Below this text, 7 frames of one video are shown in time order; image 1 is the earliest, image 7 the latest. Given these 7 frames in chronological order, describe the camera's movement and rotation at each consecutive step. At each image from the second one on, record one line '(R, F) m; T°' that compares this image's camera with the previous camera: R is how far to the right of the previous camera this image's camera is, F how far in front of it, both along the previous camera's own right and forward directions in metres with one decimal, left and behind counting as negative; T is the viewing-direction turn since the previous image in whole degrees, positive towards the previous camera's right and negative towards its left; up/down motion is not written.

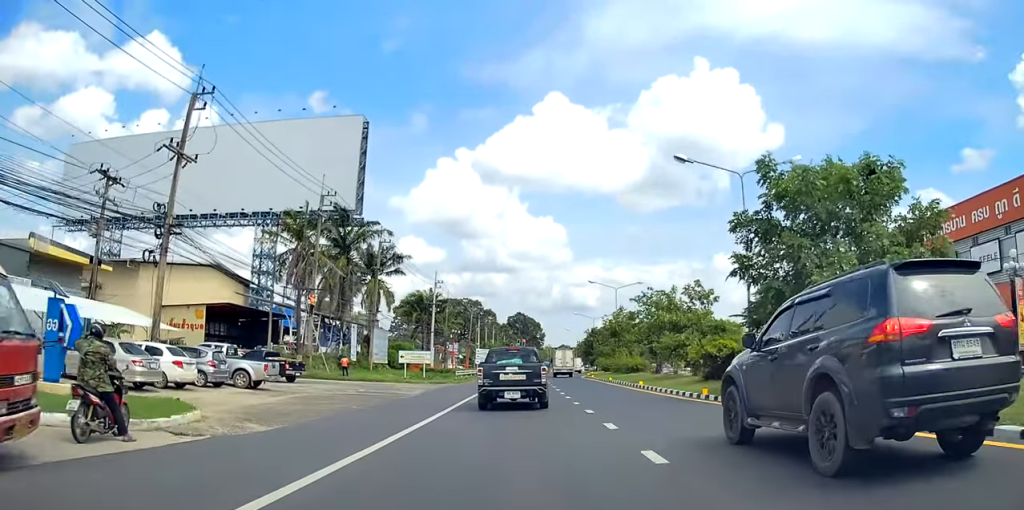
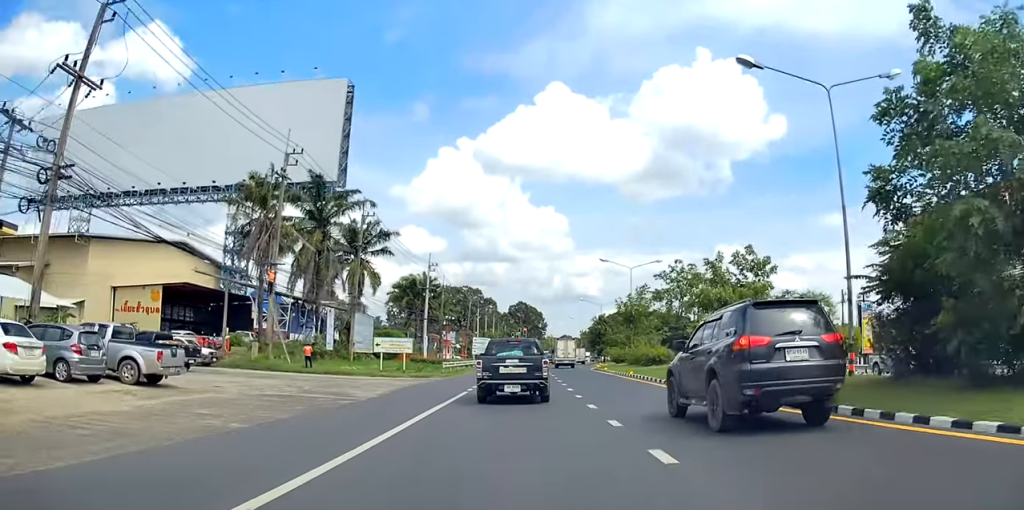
(0.0, +8.4) m; +2°
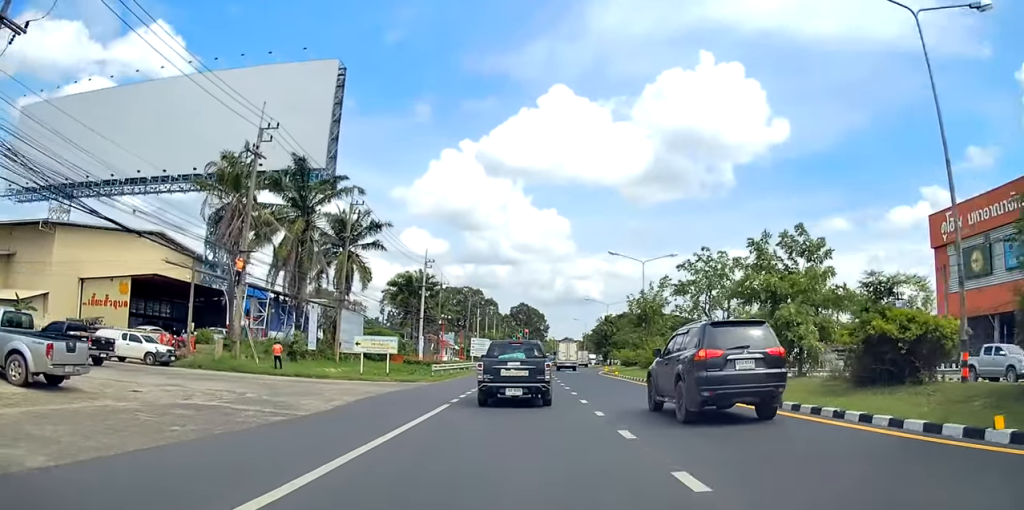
(+0.2, +4.9) m; 0°
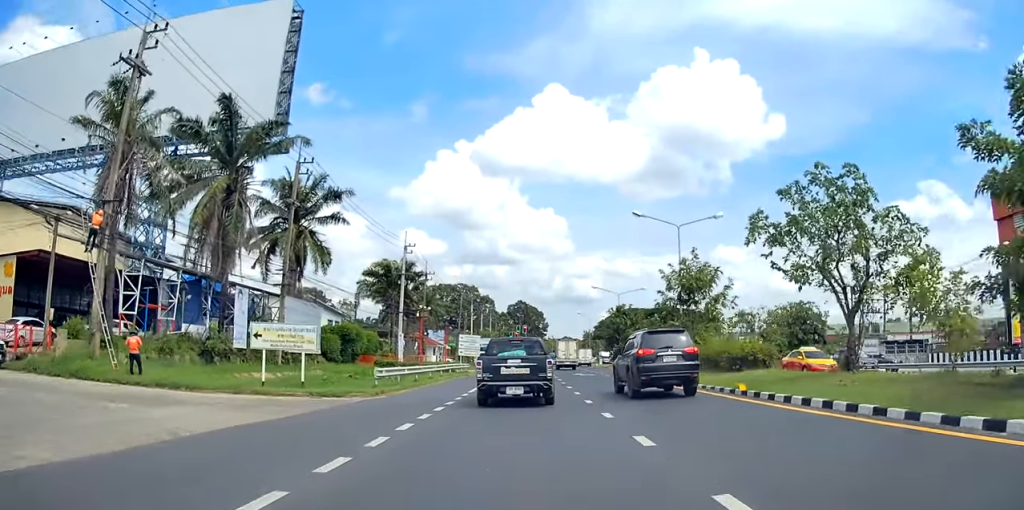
(0.0, +12.9) m; 0°
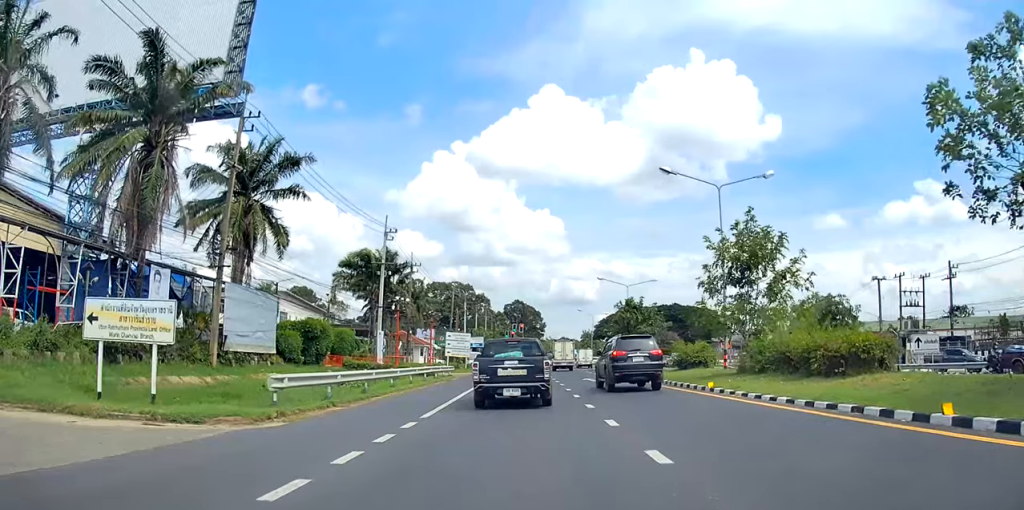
(0.0, +9.2) m; 0°
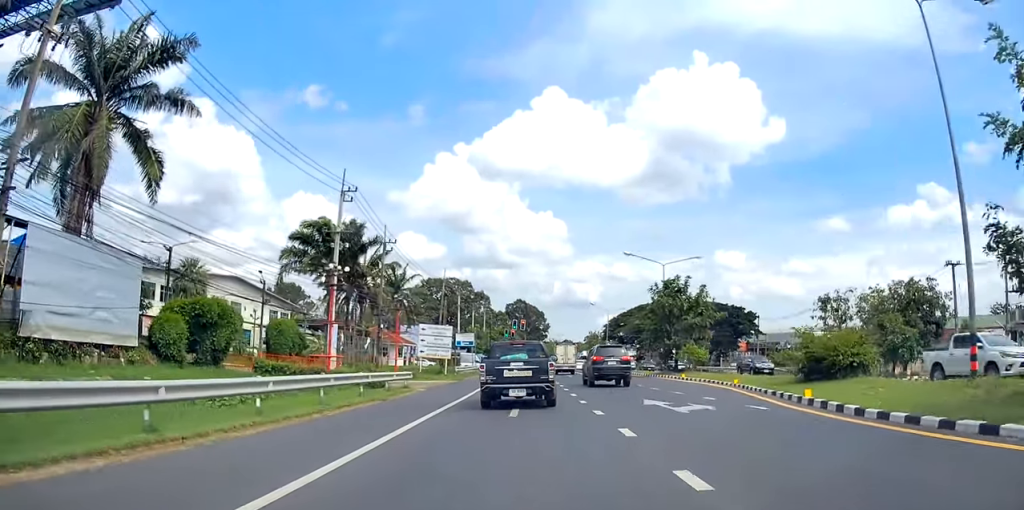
(-0.2, +17.2) m; -1°
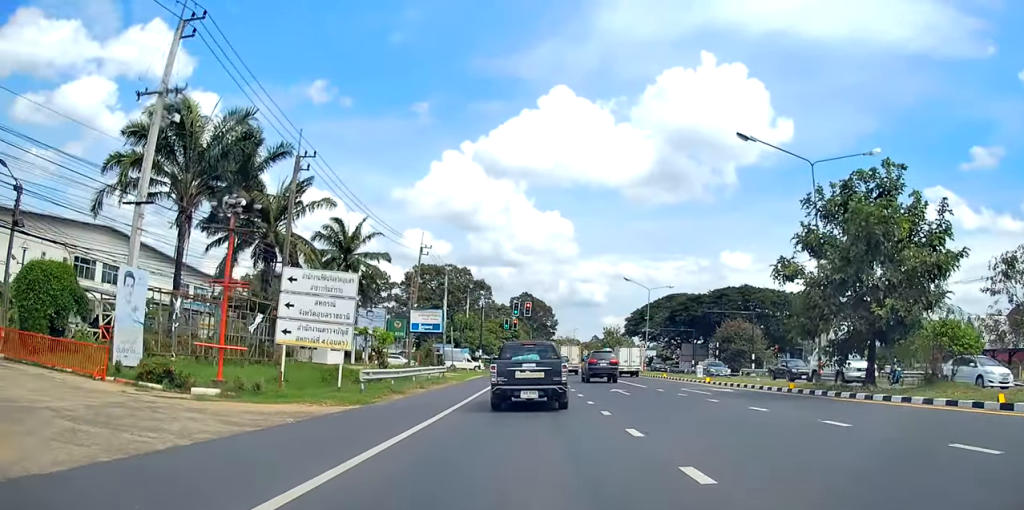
(-0.1, +27.4) m; 0°
